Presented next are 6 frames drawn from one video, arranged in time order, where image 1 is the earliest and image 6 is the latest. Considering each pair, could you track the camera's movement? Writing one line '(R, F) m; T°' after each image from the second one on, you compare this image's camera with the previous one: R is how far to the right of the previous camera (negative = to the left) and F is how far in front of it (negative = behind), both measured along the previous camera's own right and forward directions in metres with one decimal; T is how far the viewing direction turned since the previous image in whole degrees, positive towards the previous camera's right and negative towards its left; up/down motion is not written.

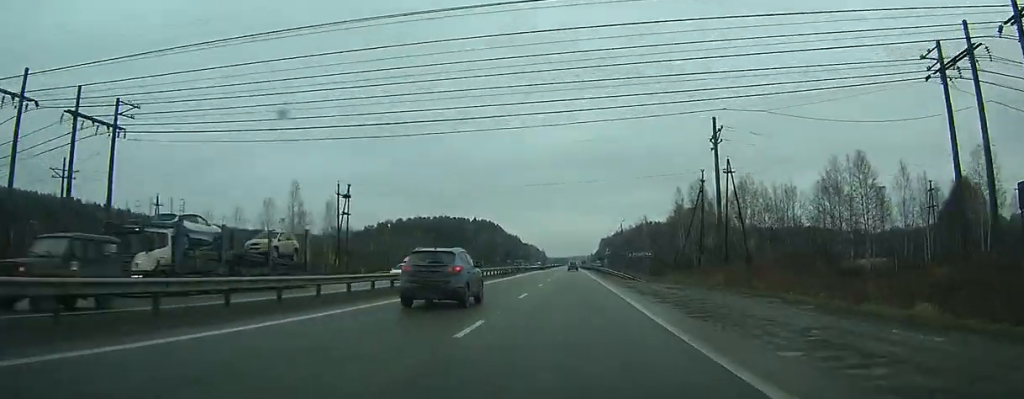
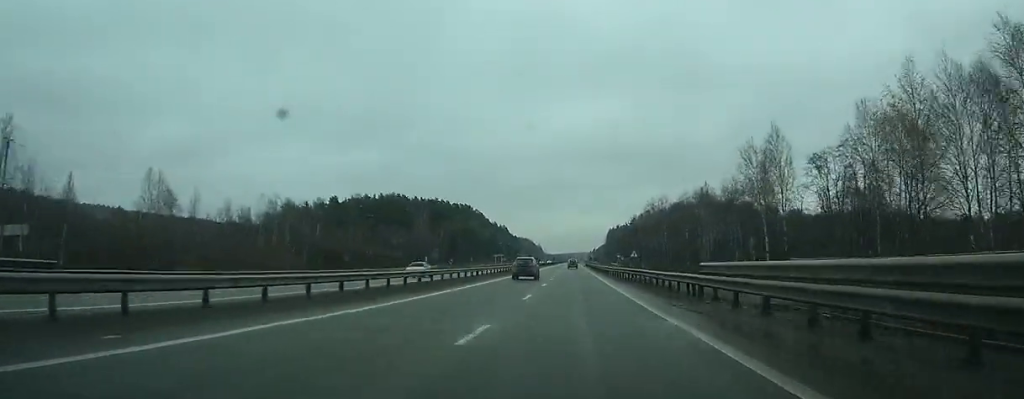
(-0.9, +92.1) m; -1°
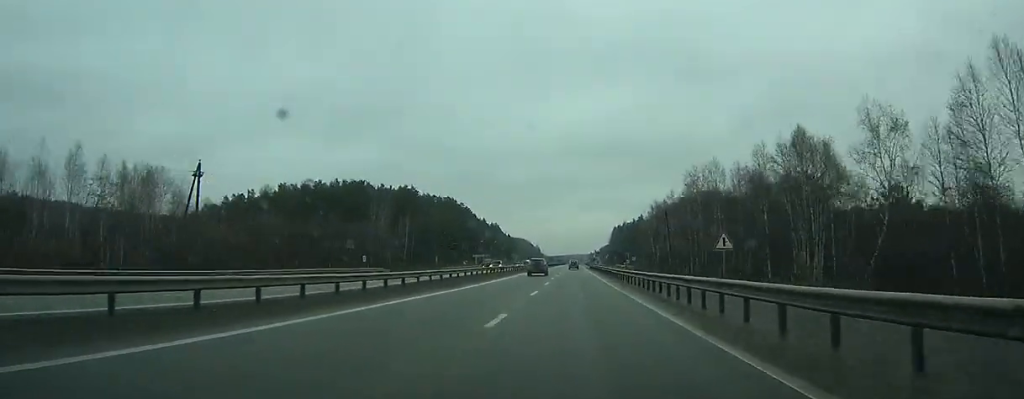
(0.0, +43.3) m; 0°
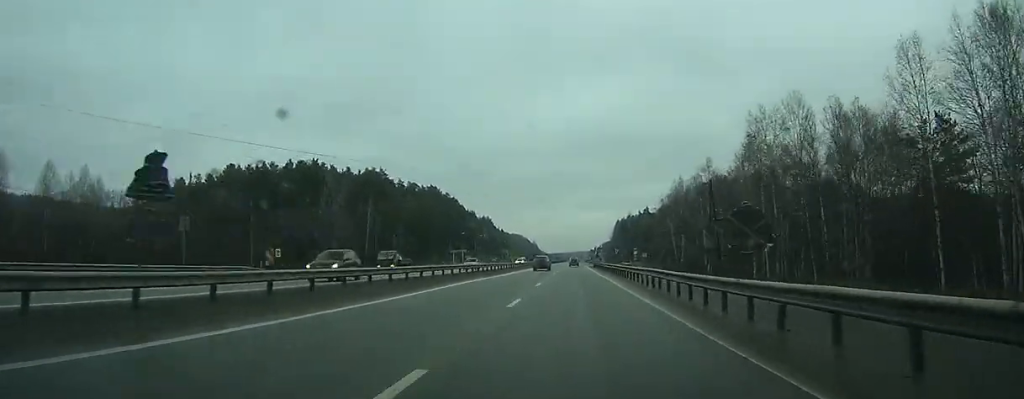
(-0.1, +32.7) m; 0°
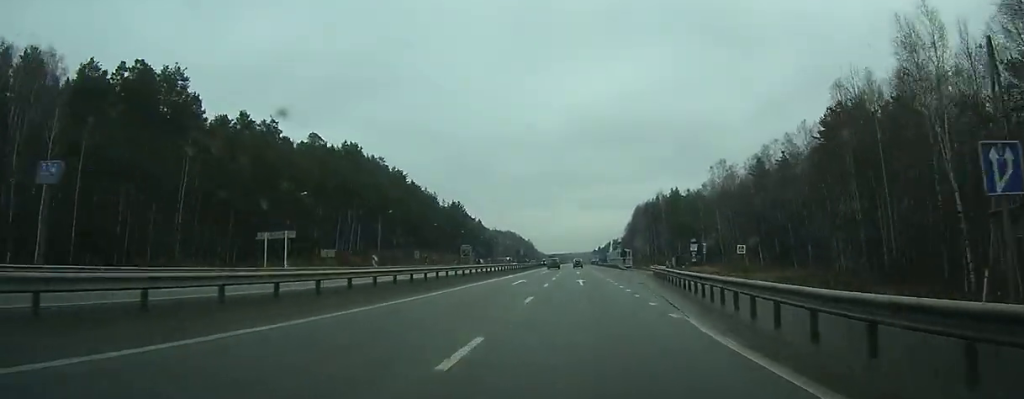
(-0.1, +96.9) m; 0°
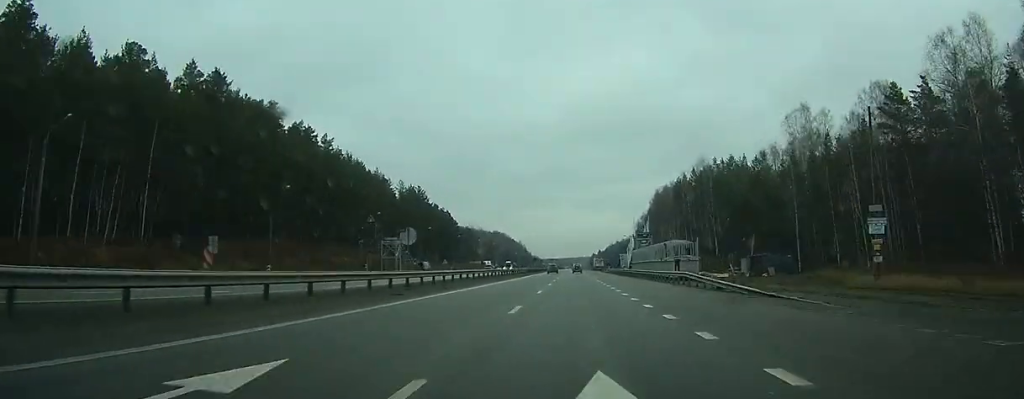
(+0.3, +65.2) m; 0°
